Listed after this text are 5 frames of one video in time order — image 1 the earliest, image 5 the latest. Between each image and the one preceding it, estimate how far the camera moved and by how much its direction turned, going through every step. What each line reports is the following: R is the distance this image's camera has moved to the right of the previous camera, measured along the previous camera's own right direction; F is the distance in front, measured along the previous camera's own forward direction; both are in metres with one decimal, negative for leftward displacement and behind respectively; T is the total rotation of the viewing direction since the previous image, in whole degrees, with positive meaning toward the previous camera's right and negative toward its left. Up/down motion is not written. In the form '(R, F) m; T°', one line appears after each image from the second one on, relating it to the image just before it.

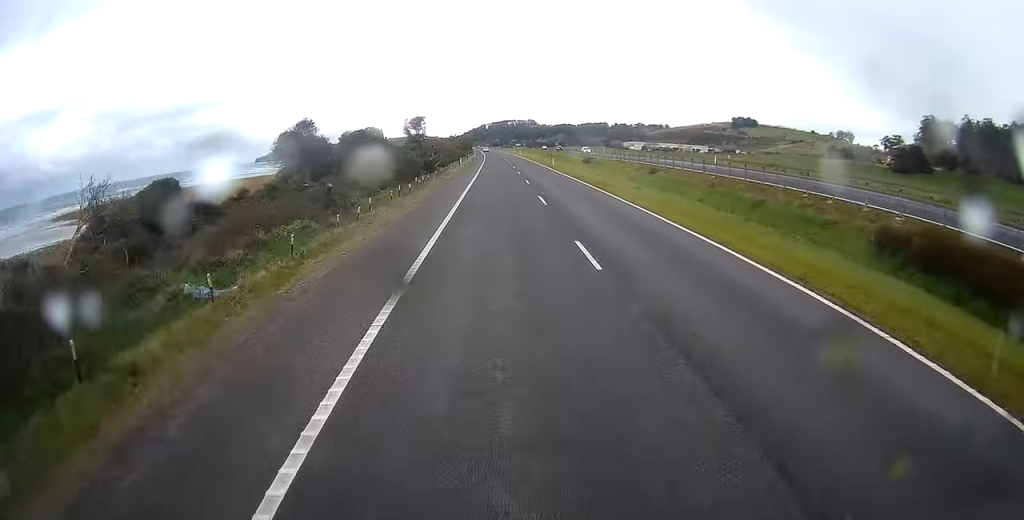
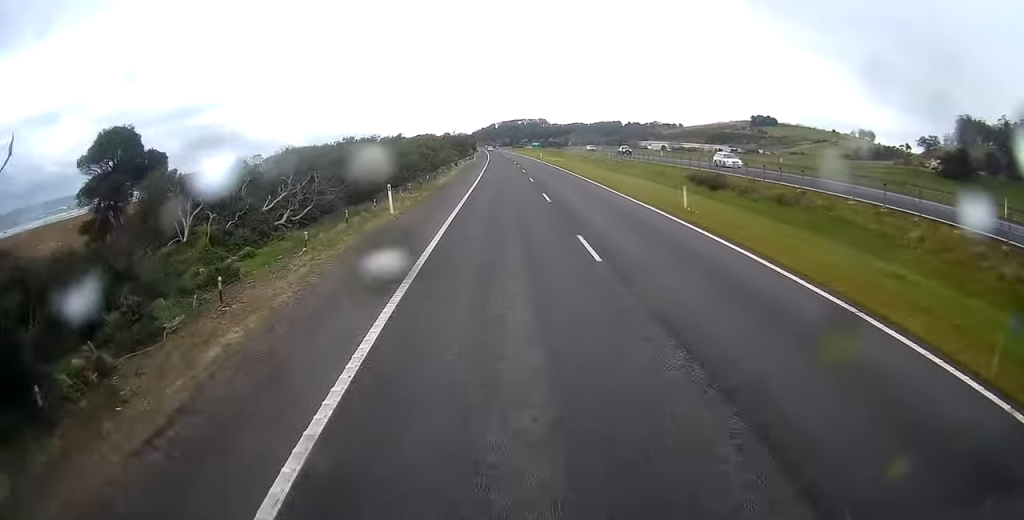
(-0.2, +48.3) m; 0°
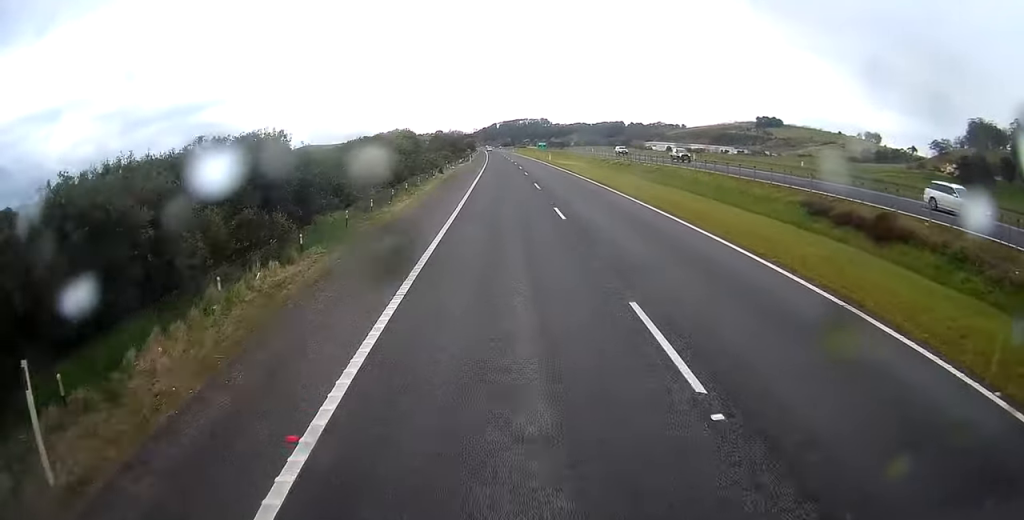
(0.0, +18.0) m; +1°
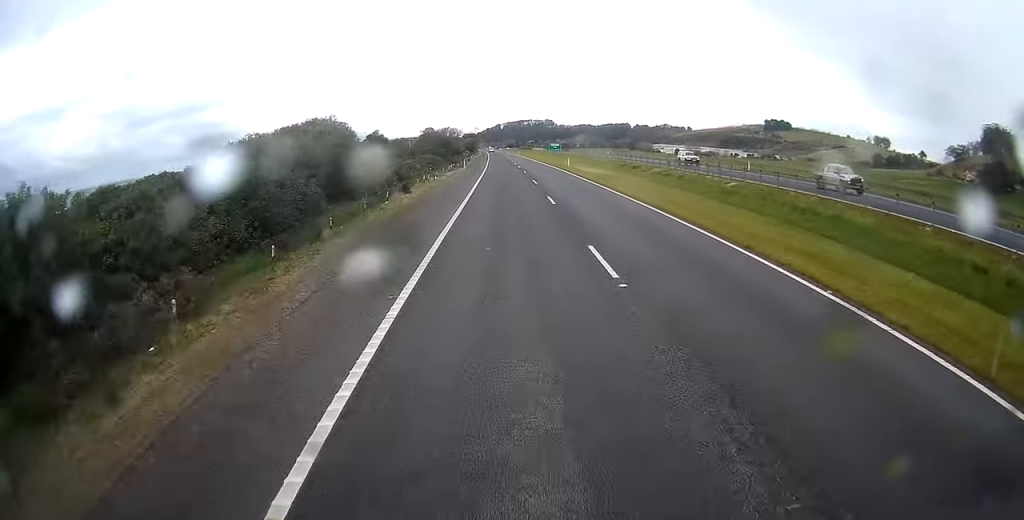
(+0.4, +19.5) m; -1°
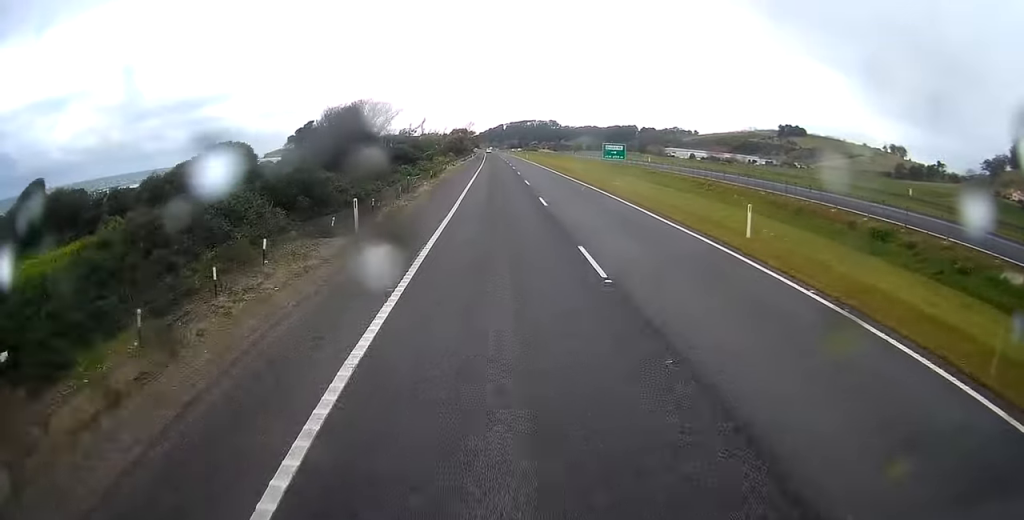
(-1.0, +48.1) m; -1°
